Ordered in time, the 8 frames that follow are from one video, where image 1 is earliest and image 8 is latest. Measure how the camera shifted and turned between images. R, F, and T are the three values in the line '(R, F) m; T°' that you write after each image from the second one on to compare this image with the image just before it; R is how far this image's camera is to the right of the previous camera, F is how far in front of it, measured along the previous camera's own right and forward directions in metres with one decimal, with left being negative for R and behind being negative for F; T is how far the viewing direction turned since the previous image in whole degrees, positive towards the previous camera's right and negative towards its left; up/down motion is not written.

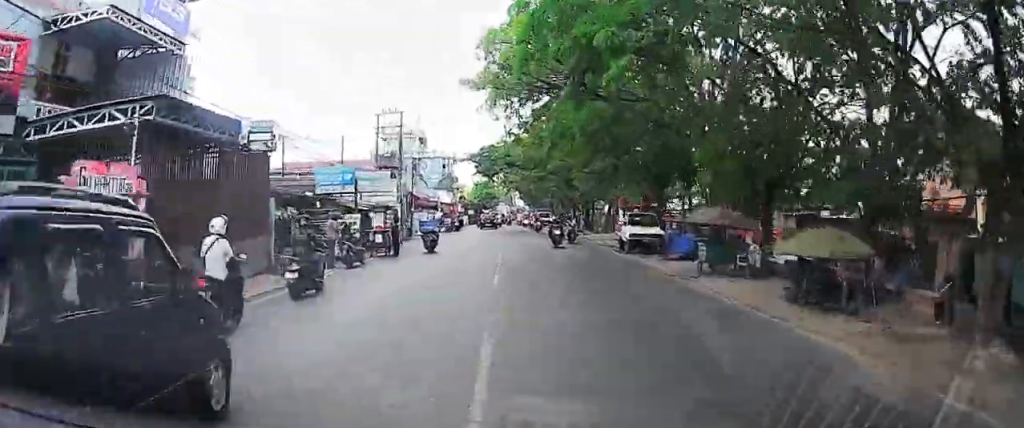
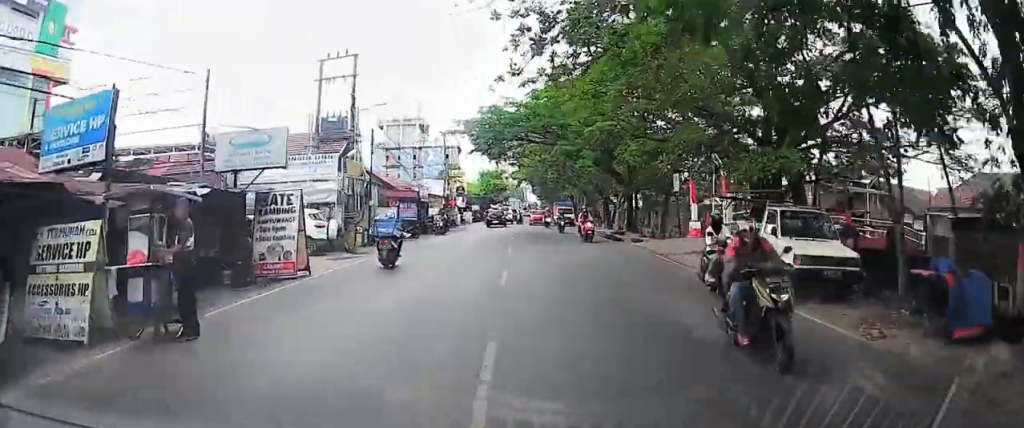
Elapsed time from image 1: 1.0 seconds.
(-0.3, +16.4) m; -1°
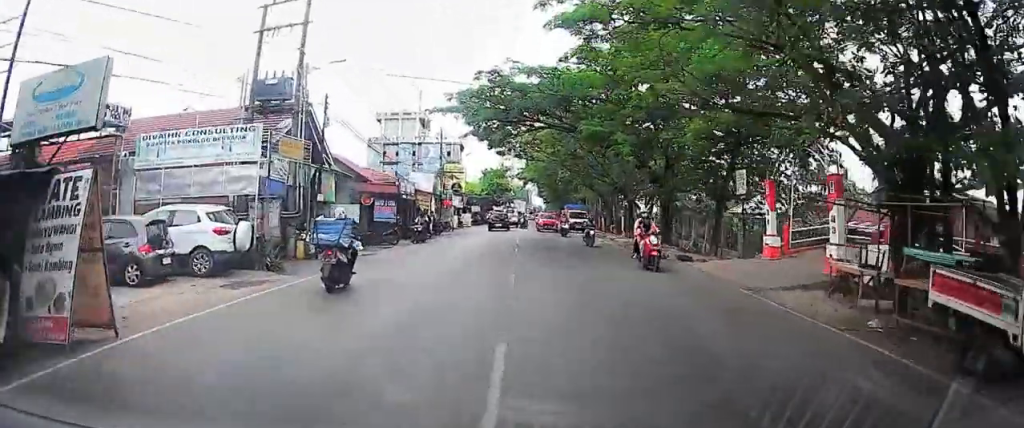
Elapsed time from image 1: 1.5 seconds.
(-0.1, +7.9) m; 0°
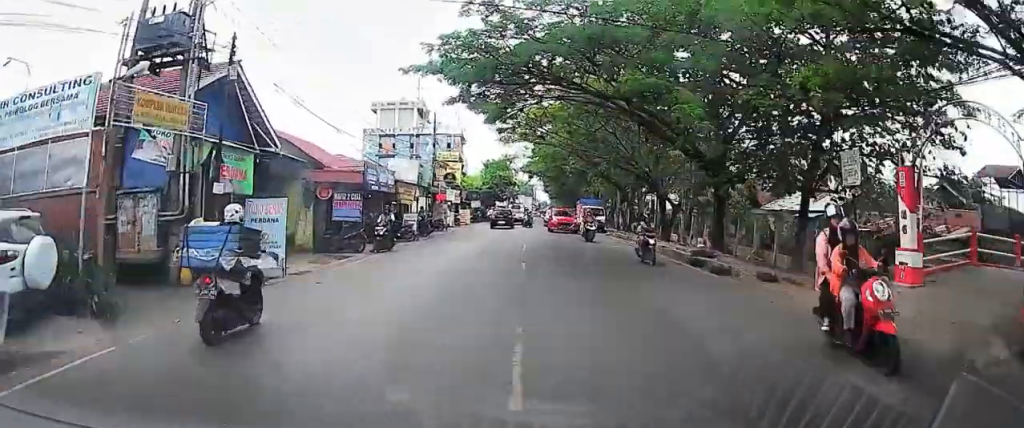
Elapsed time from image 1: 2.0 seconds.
(0.0, +7.1) m; 0°
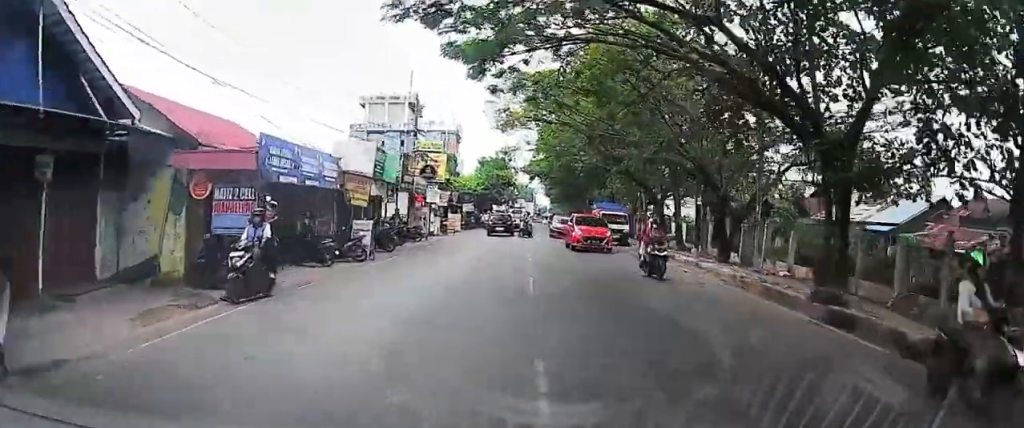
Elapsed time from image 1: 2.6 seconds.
(0.0, +9.2) m; 0°
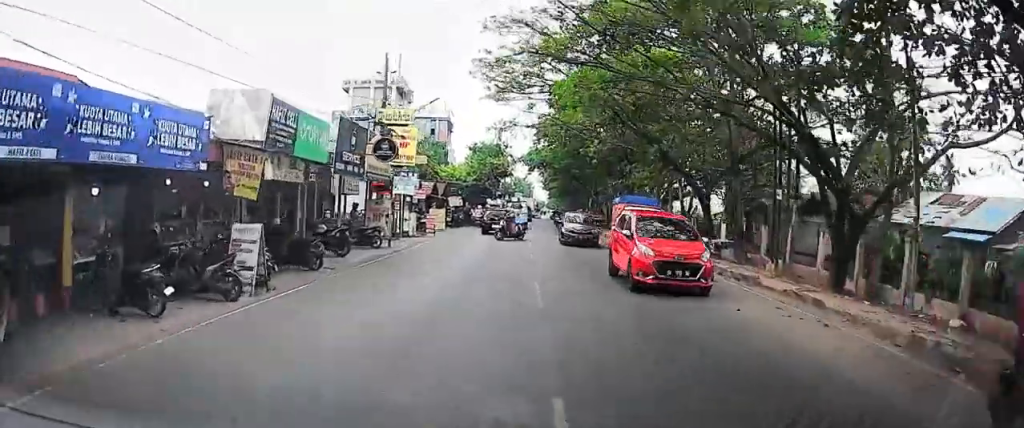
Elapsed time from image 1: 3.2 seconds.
(0.0, +9.3) m; 0°
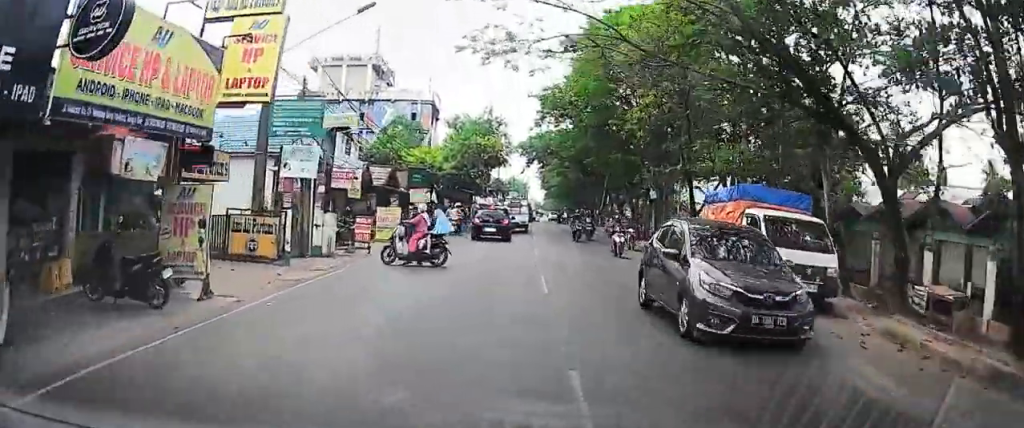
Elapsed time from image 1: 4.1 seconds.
(0.0, +16.3) m; -1°
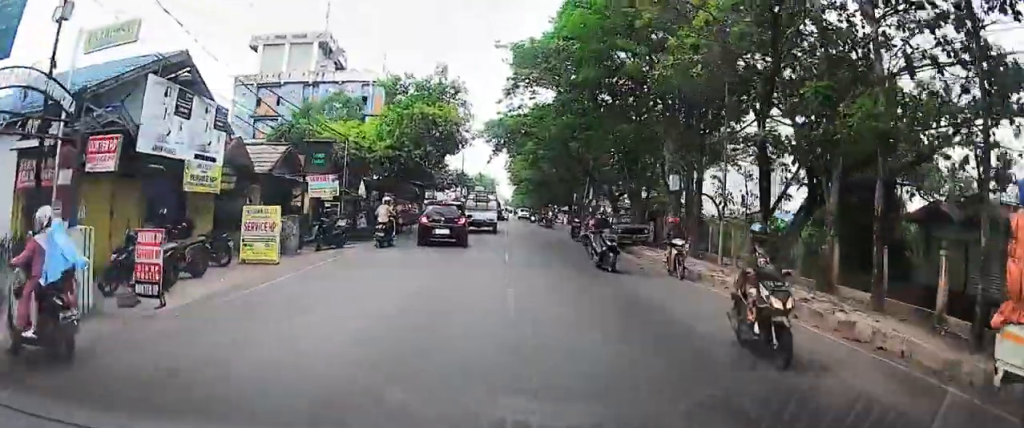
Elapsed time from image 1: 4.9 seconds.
(-0.1, +12.6) m; -1°
